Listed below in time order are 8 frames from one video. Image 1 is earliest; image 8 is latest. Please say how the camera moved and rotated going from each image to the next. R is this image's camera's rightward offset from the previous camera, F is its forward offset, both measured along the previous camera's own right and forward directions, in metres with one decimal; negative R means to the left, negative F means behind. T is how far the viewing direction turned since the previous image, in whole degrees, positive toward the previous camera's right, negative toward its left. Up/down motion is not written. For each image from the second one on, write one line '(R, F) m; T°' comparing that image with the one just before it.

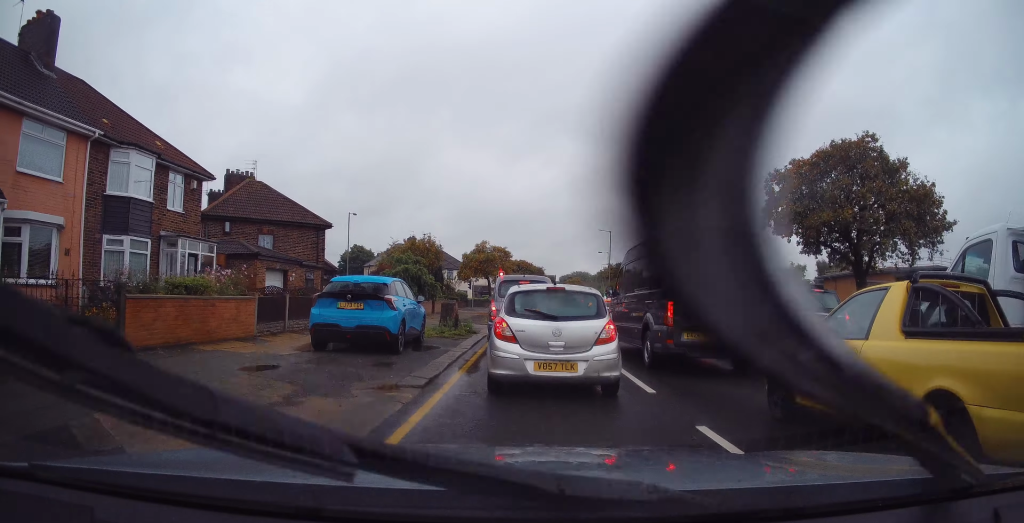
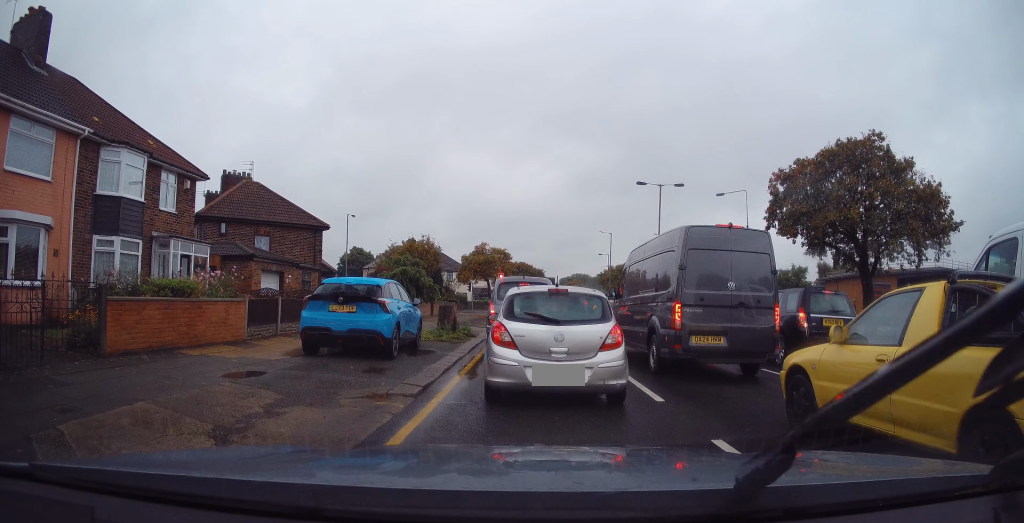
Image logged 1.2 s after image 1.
(+0.1, +0.7) m; 0°
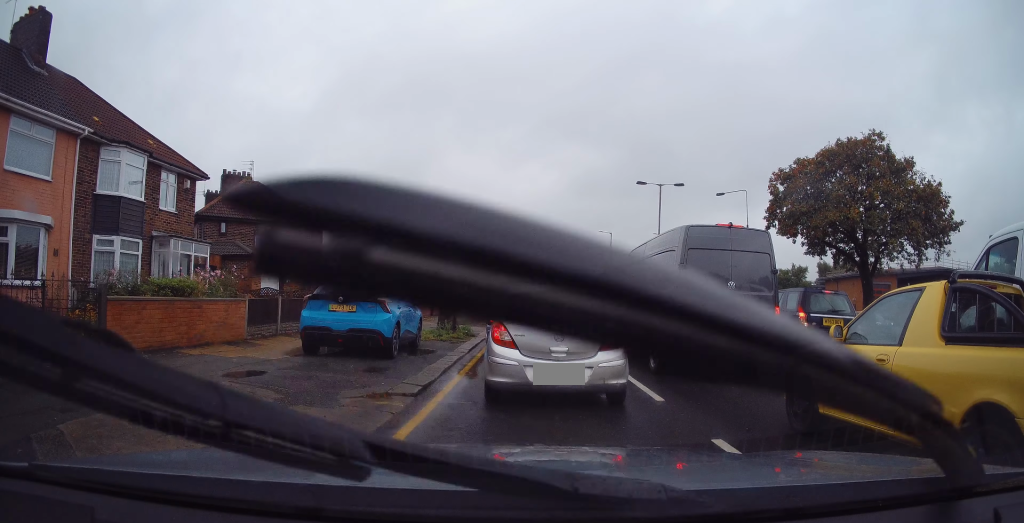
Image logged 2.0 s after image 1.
(0.0, 0.0) m; 0°
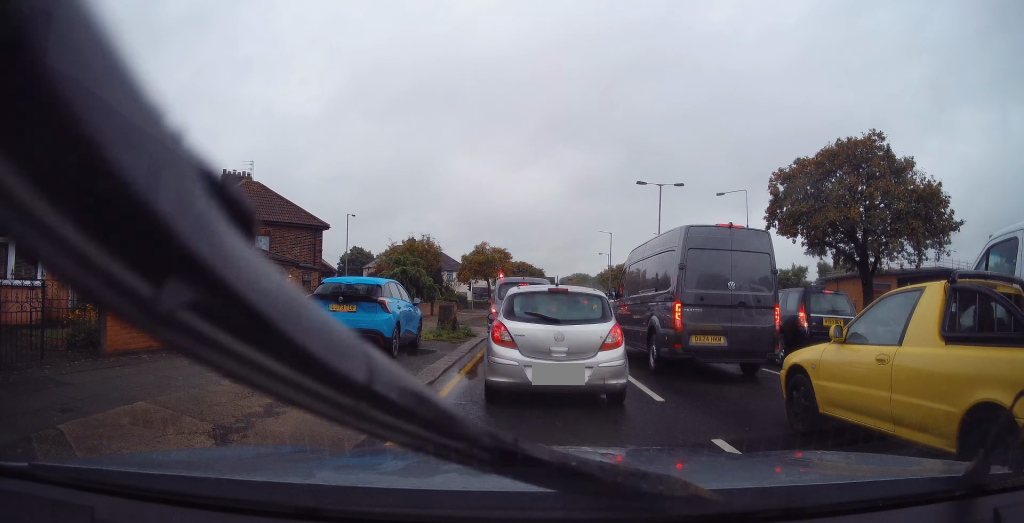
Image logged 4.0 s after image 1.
(0.0, 0.0) m; 0°
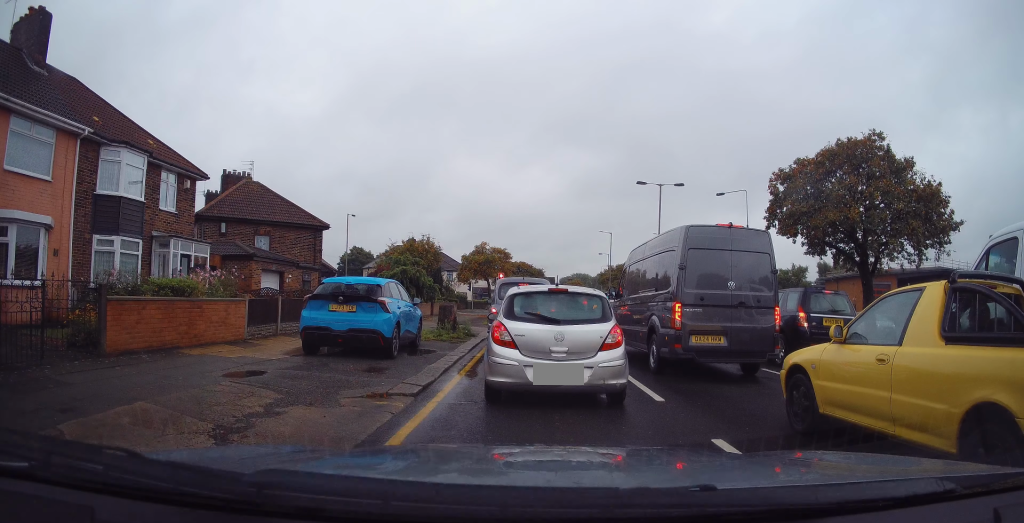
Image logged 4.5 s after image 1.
(0.0, 0.0) m; 0°
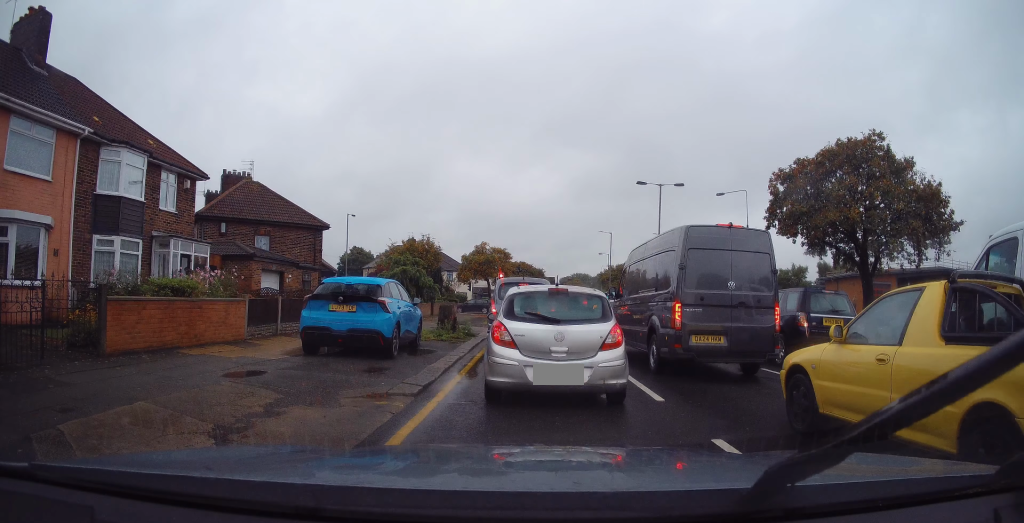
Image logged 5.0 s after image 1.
(0.0, 0.0) m; 0°
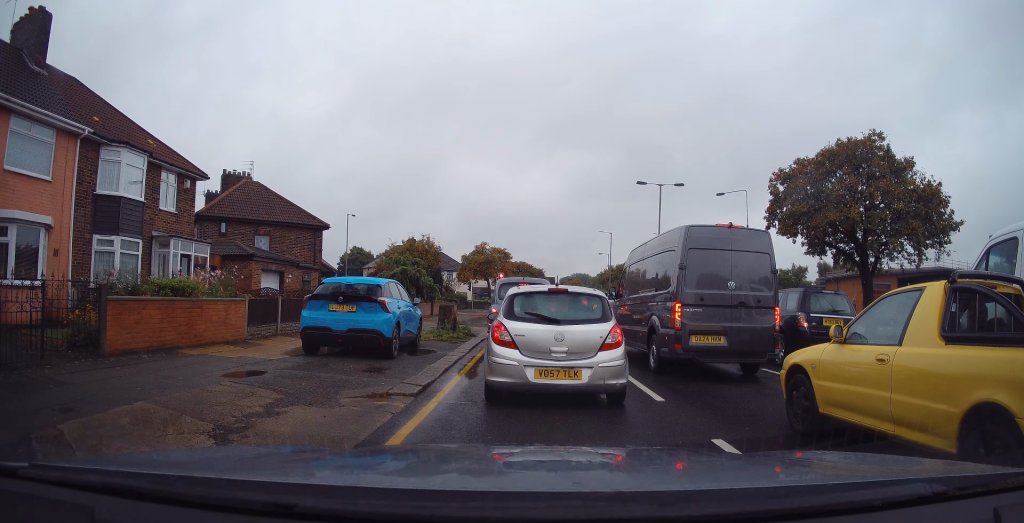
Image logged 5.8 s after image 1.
(0.0, 0.0) m; 0°
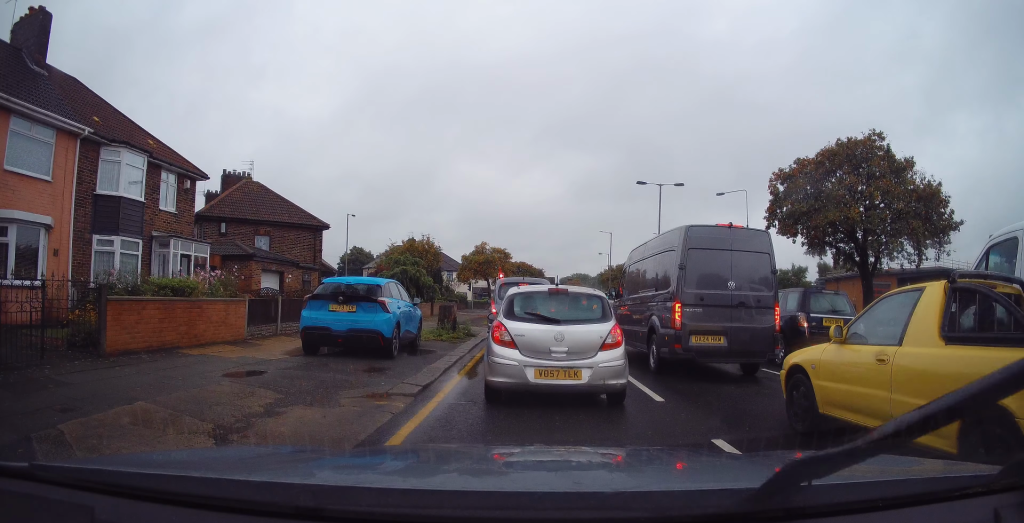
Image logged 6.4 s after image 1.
(0.0, 0.0) m; 0°
